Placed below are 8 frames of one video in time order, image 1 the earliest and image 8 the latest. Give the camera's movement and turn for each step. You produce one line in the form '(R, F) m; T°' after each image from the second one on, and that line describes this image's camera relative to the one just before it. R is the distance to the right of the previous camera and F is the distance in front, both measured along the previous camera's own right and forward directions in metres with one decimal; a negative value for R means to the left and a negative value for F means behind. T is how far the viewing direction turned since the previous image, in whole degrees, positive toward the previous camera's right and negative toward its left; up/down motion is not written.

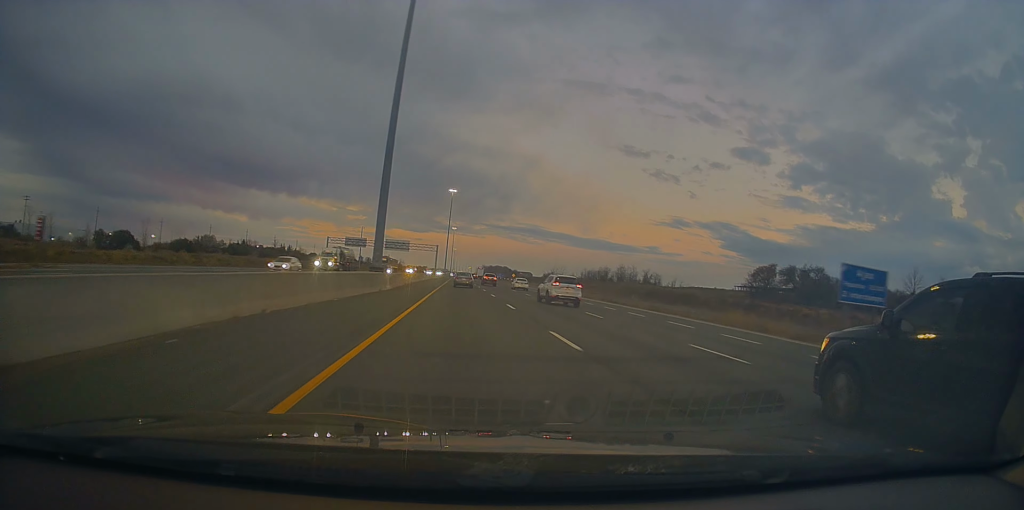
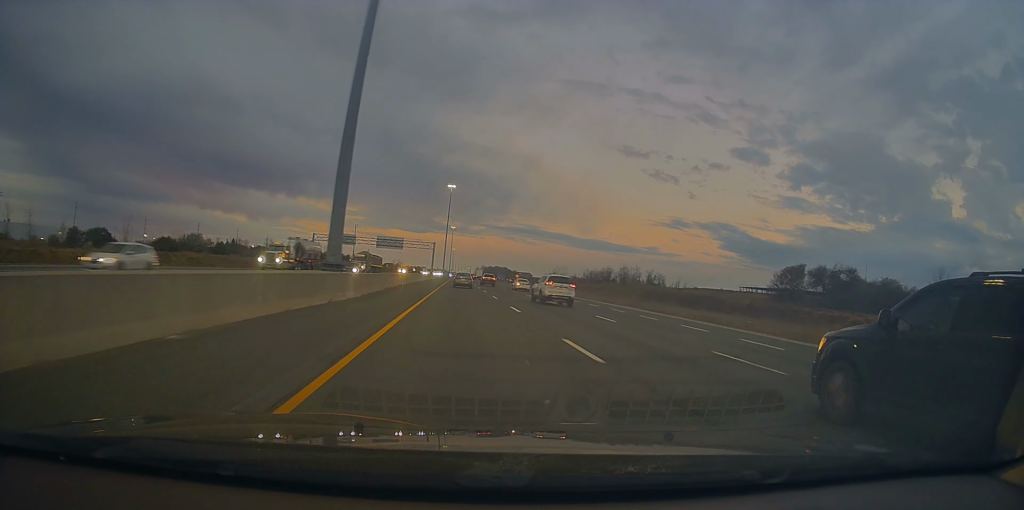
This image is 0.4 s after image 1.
(0.0, +13.4) m; 0°
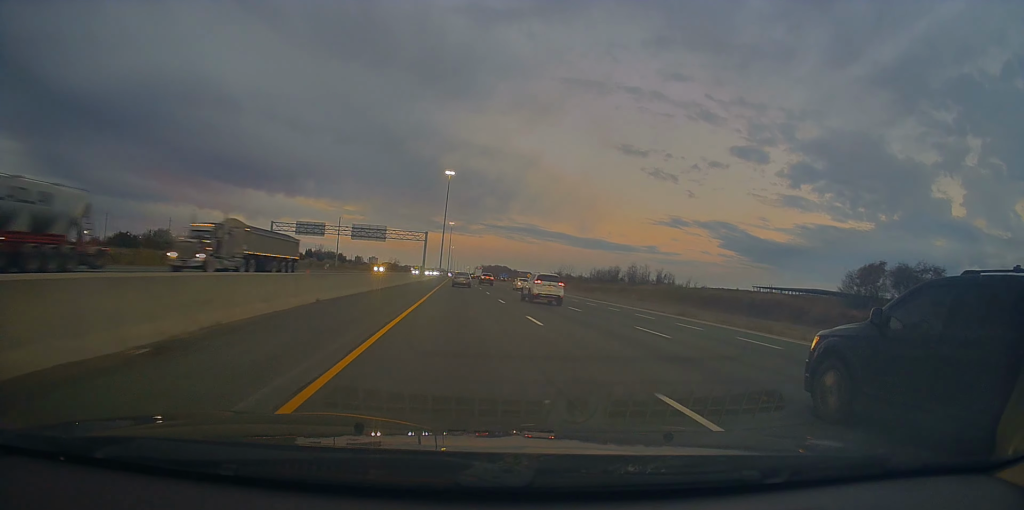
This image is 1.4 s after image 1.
(+0.1, +28.9) m; 0°
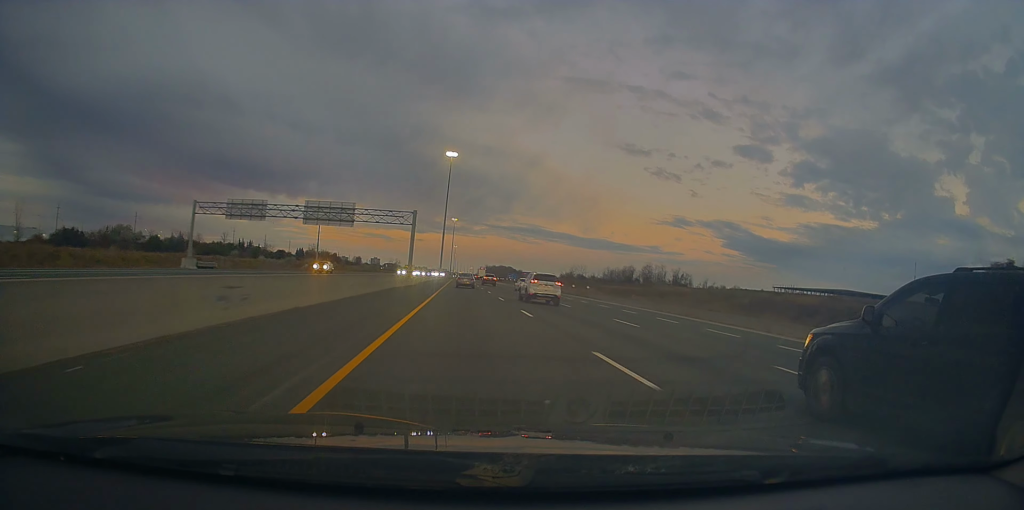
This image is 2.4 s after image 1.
(-0.1, +32.1) m; 0°
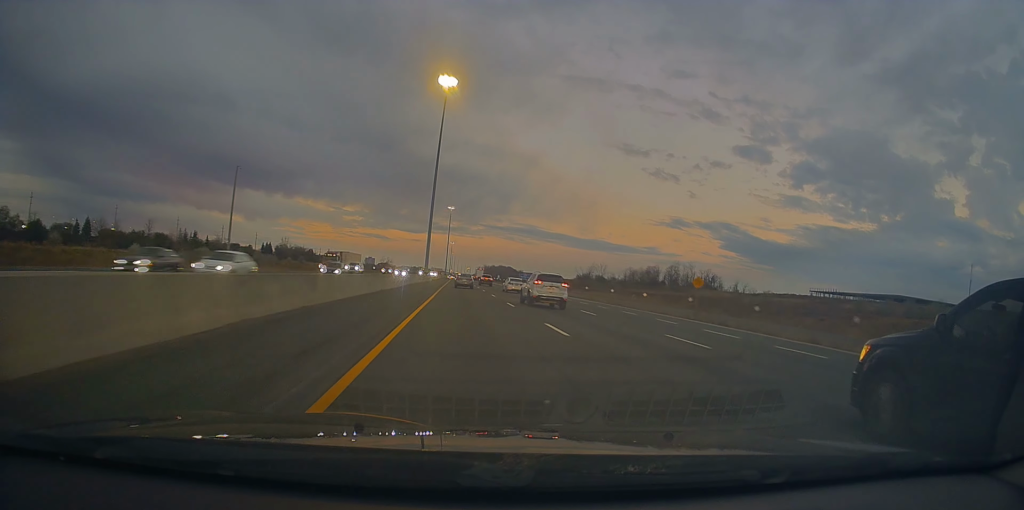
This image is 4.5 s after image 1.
(0.0, +64.8) m; 0°
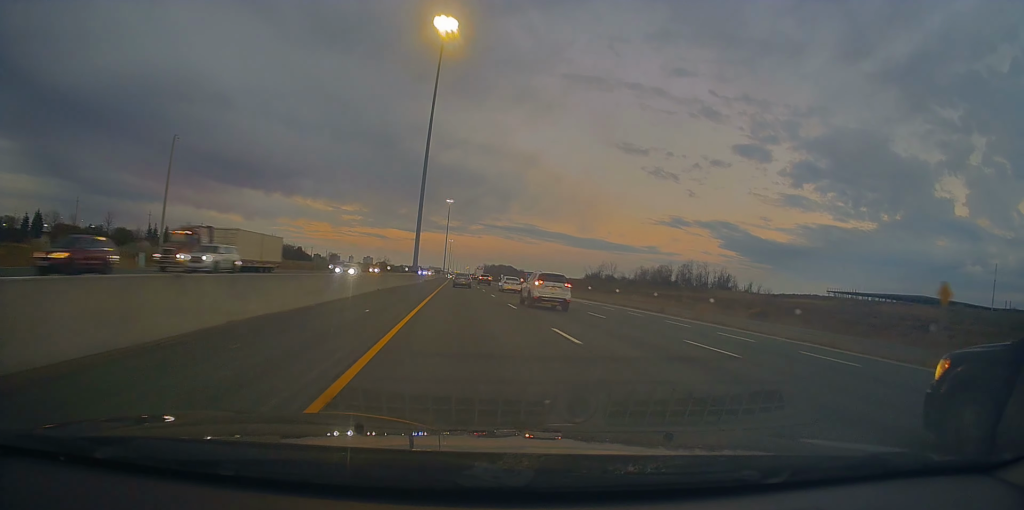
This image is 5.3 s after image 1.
(-0.5, +25.1) m; +1°
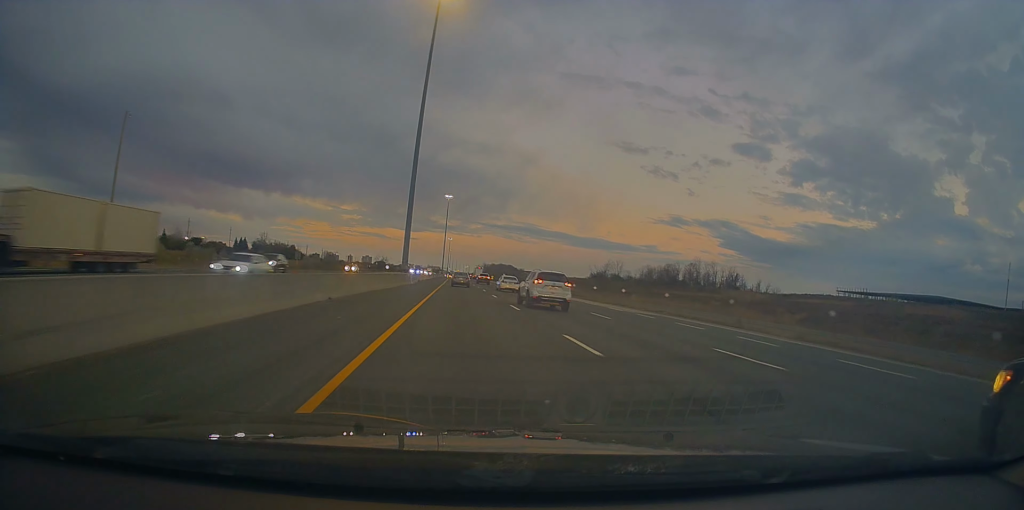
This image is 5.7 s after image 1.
(+0.5, +13.7) m; 0°
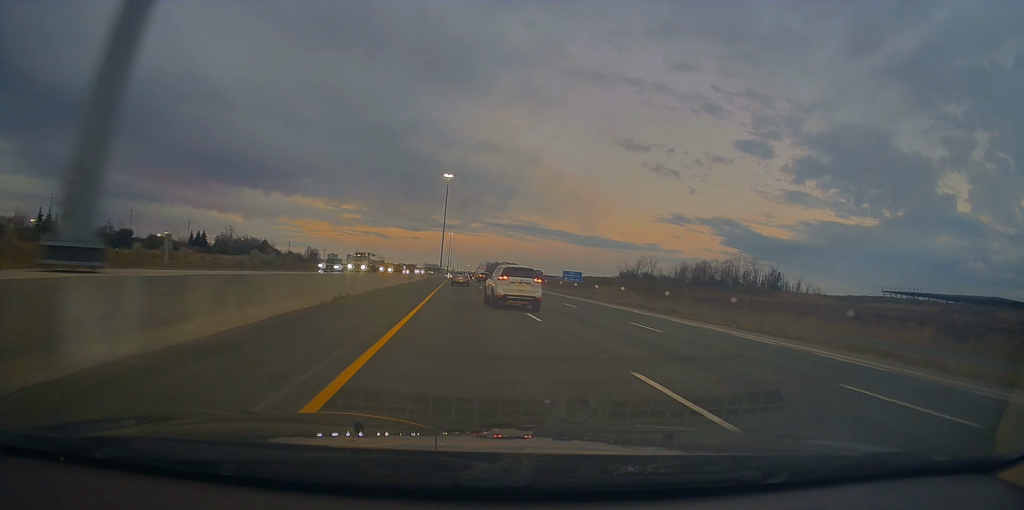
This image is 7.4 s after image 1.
(-0.4, +52.8) m; -1°
